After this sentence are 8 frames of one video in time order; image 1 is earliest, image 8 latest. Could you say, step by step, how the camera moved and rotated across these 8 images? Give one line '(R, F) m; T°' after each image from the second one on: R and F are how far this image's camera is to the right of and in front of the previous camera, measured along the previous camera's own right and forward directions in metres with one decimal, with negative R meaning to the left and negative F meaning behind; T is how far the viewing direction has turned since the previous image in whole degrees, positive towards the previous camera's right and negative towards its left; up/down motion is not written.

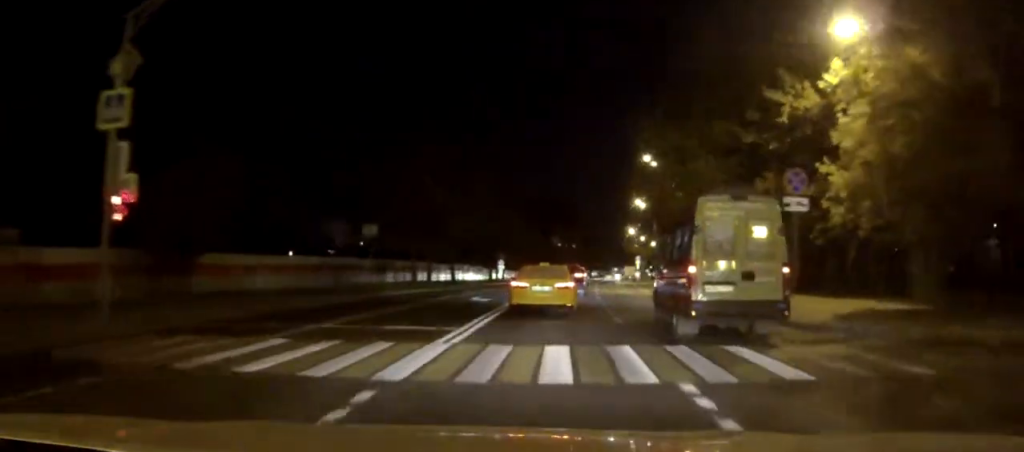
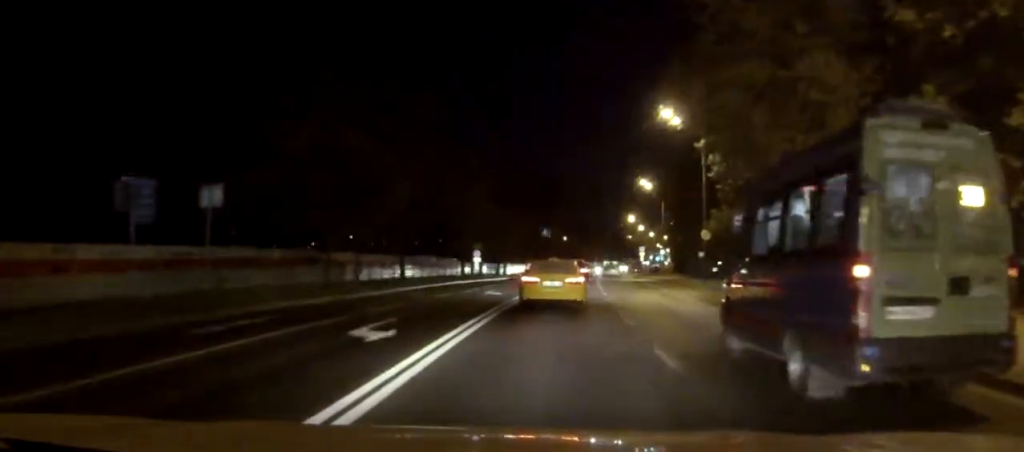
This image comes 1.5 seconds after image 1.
(+0.2, +17.8) m; 0°
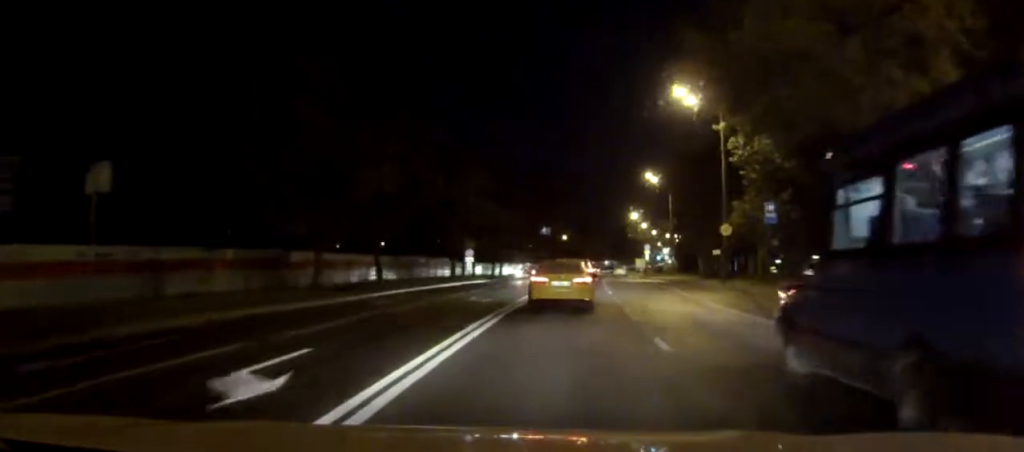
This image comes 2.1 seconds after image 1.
(-0.1, +6.1) m; 0°
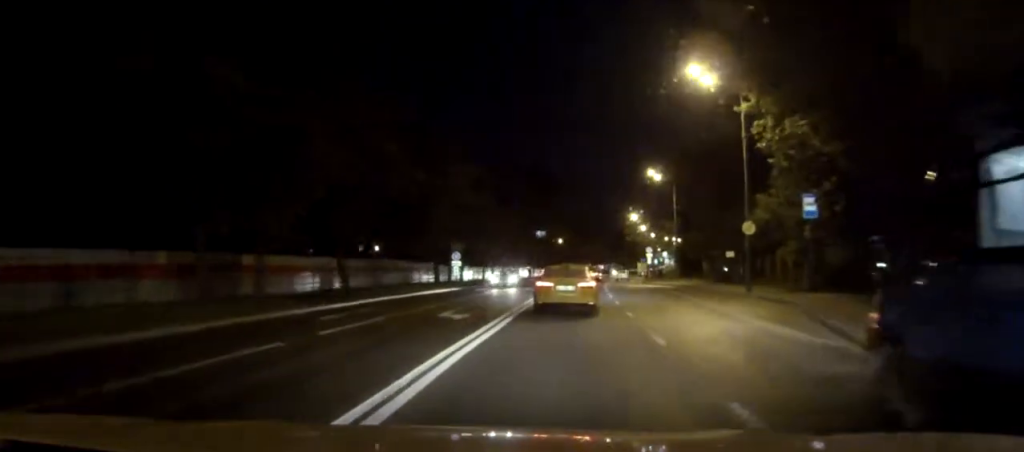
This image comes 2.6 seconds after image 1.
(-0.1, +6.2) m; 0°
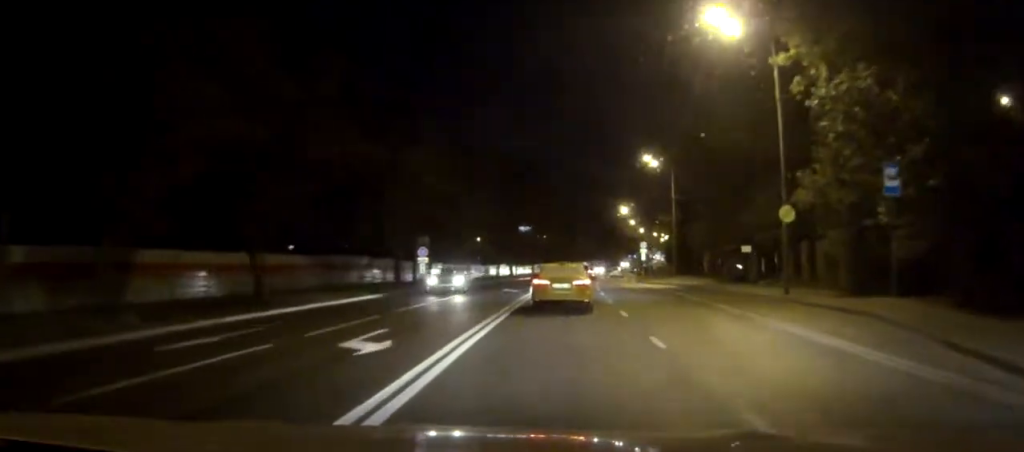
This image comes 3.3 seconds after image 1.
(+0.1, +8.6) m; +1°
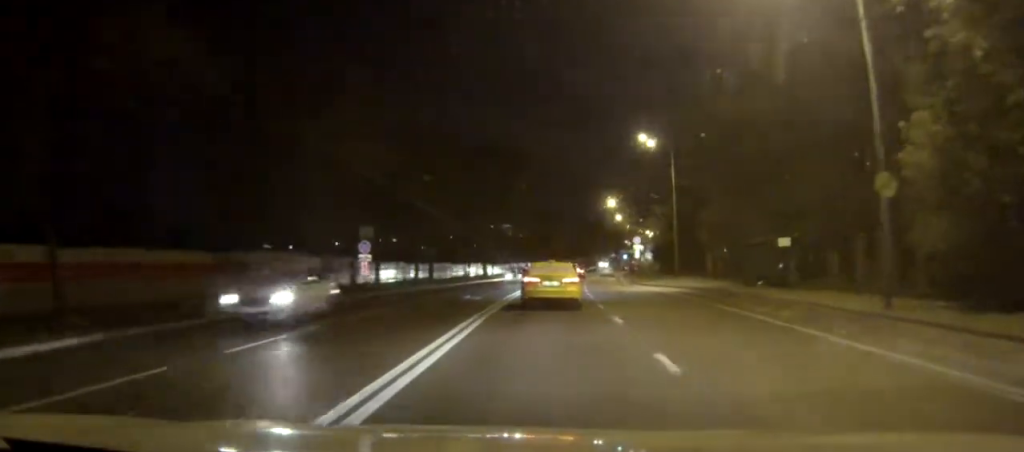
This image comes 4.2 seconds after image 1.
(+0.1, +10.8) m; +1°
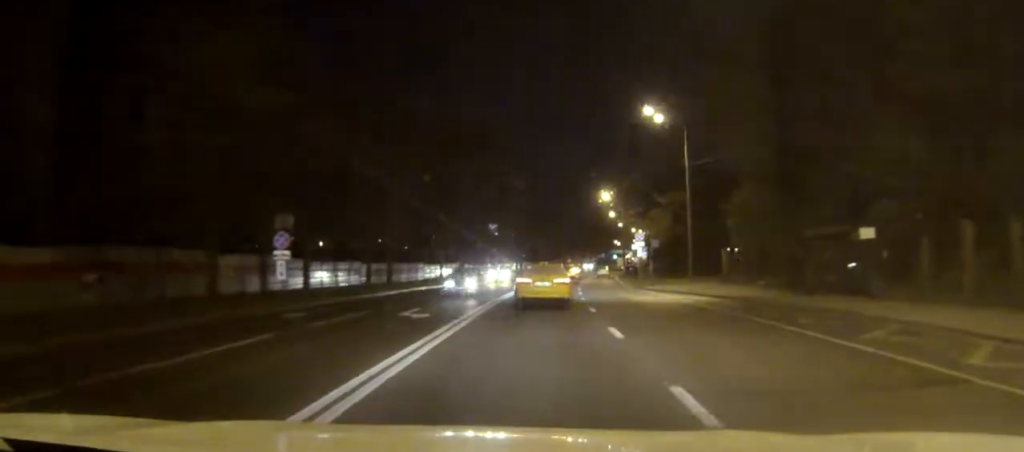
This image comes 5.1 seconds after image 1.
(+0.1, +10.9) m; +1°
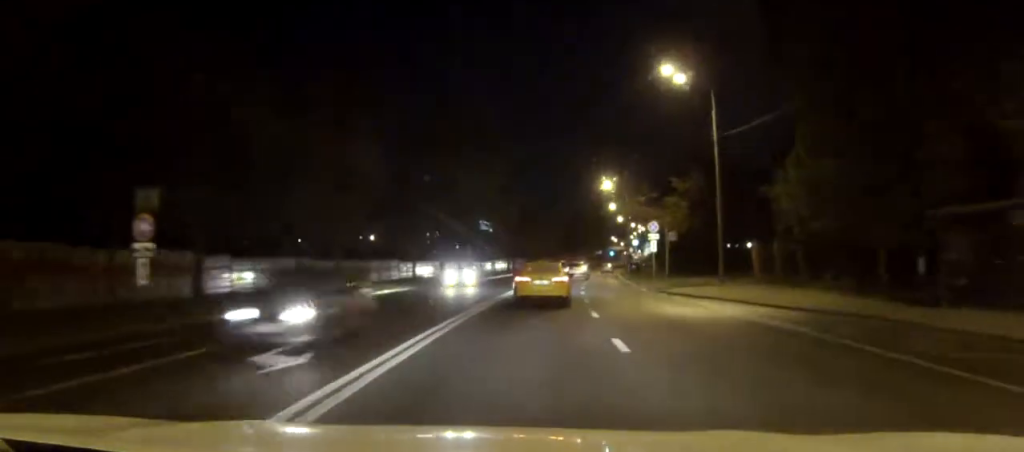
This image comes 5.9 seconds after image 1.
(+0.1, +10.4) m; +1°
